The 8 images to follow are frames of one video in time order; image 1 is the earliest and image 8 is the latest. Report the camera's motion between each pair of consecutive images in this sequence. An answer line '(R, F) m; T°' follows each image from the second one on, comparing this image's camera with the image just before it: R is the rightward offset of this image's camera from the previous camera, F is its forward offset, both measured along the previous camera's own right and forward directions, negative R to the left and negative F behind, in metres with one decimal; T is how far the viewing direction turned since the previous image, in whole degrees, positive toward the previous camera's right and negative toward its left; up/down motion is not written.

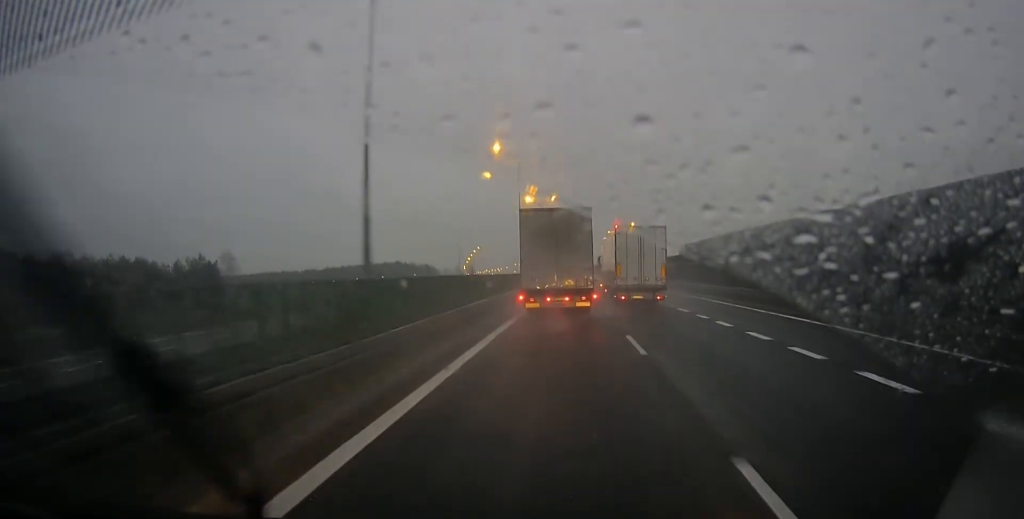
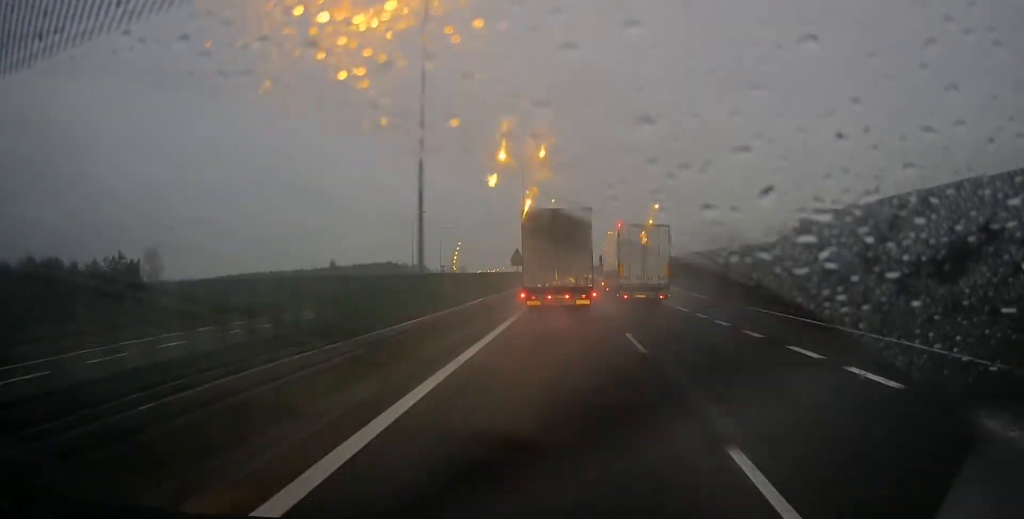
(+0.1, +35.6) m; 0°
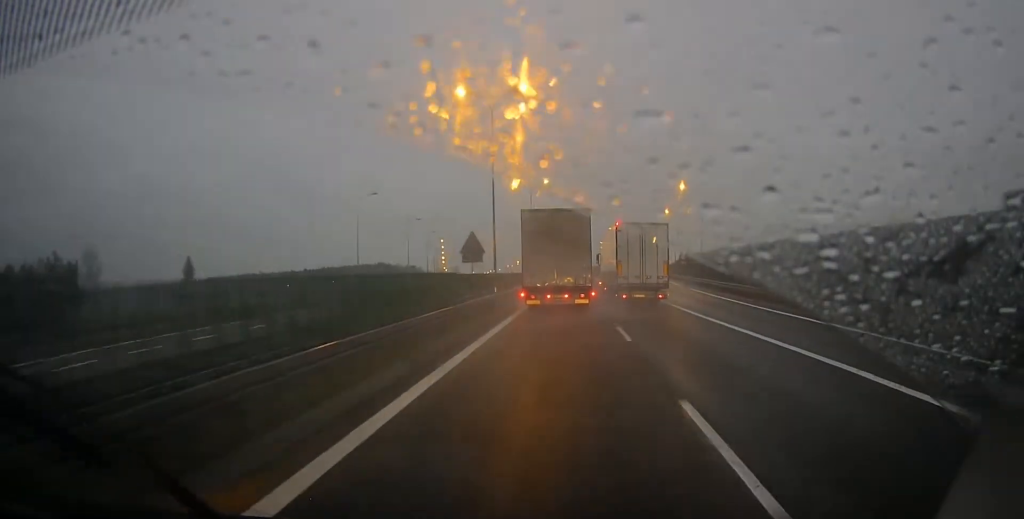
(+0.1, +22.0) m; 0°
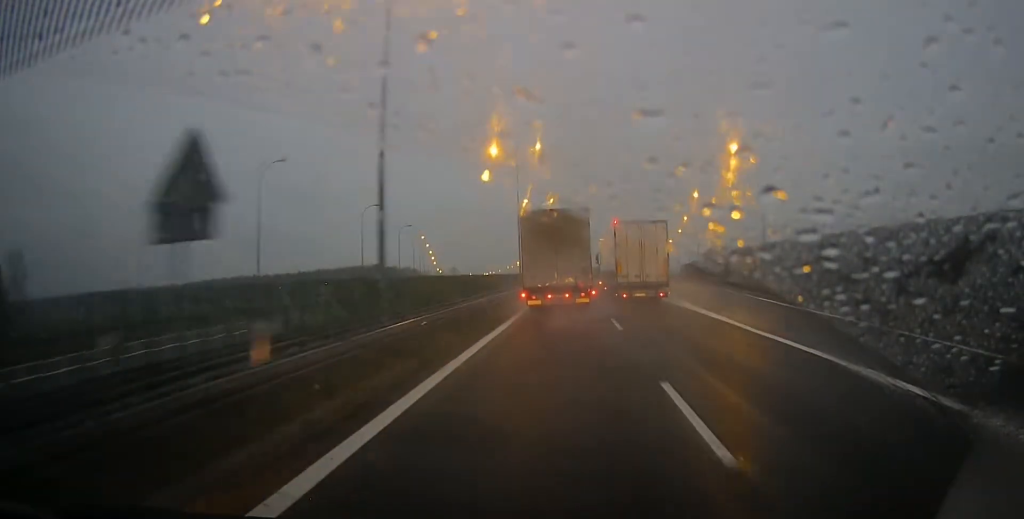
(-0.2, +22.2) m; -1°
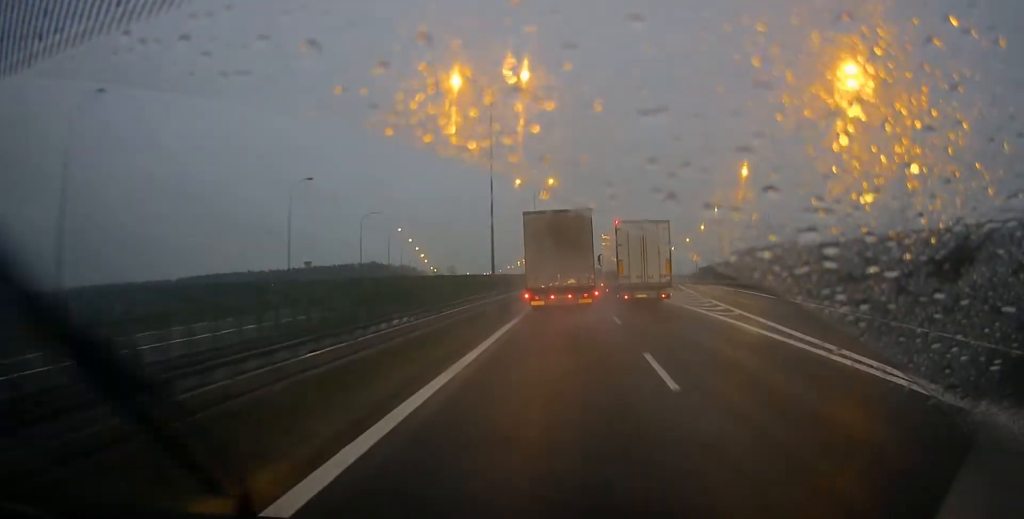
(-0.1, +20.5) m; 0°
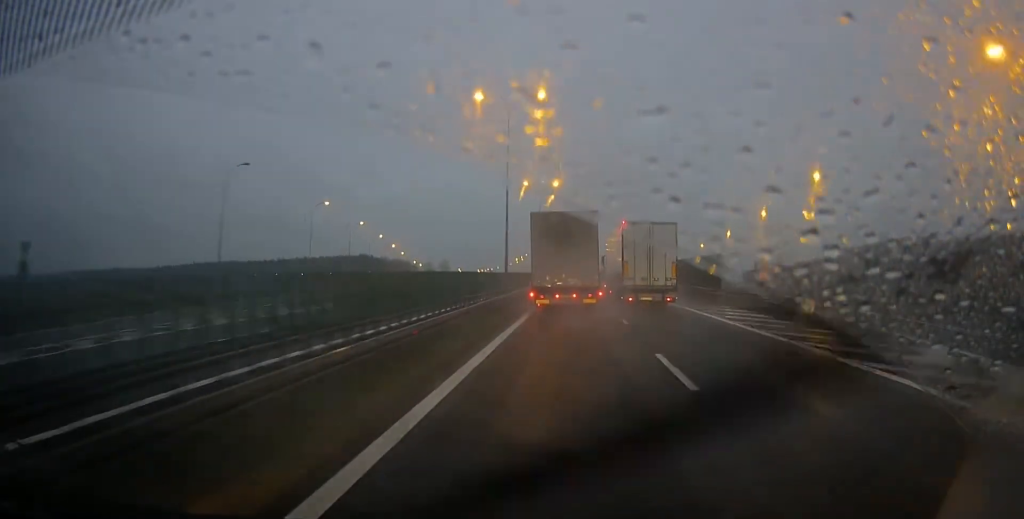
(0.0, +36.8) m; 0°
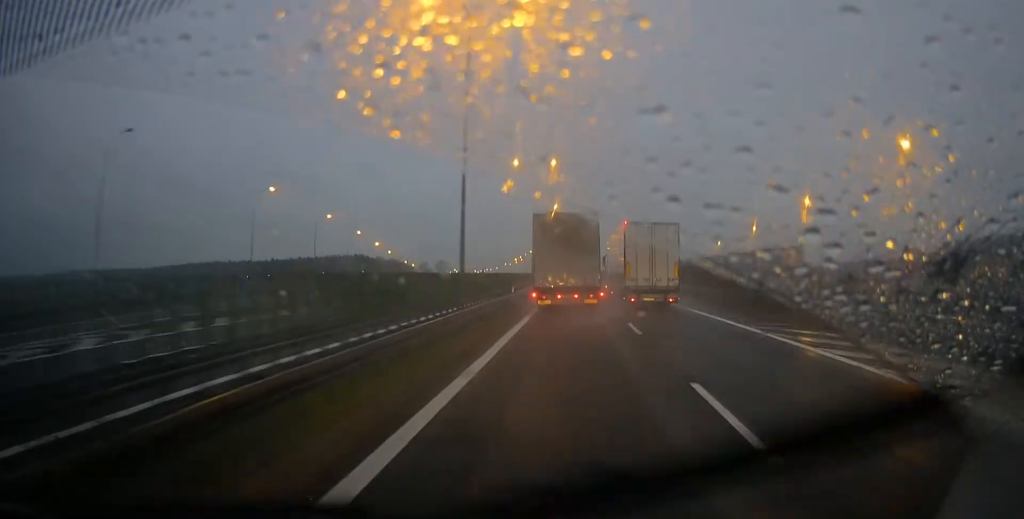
(0.0, +15.5) m; 0°
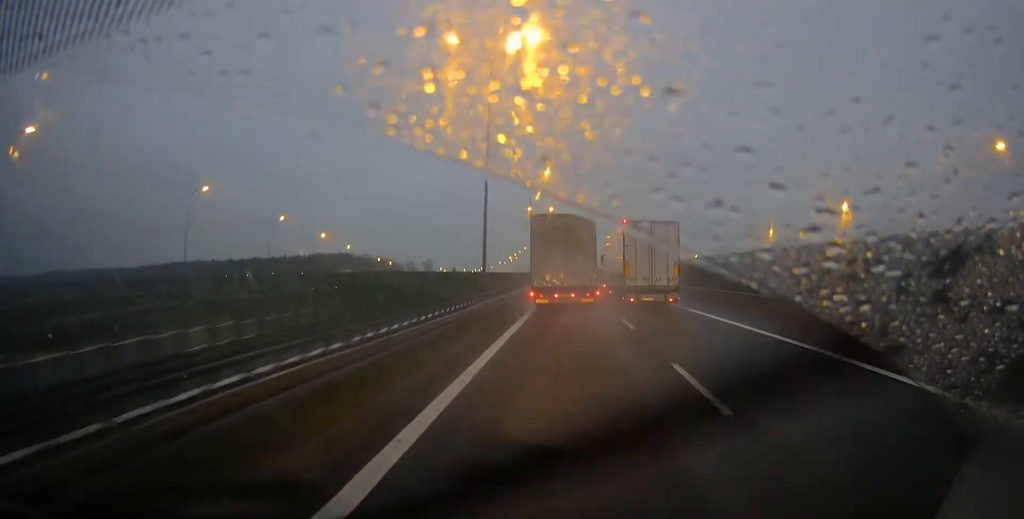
(0.0, +34.2) m; 0°
